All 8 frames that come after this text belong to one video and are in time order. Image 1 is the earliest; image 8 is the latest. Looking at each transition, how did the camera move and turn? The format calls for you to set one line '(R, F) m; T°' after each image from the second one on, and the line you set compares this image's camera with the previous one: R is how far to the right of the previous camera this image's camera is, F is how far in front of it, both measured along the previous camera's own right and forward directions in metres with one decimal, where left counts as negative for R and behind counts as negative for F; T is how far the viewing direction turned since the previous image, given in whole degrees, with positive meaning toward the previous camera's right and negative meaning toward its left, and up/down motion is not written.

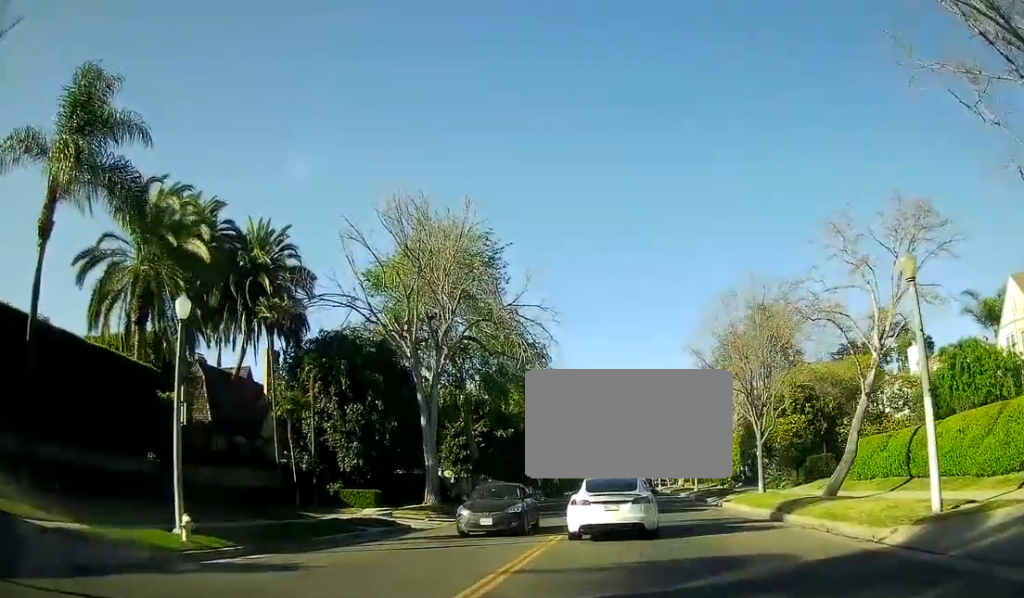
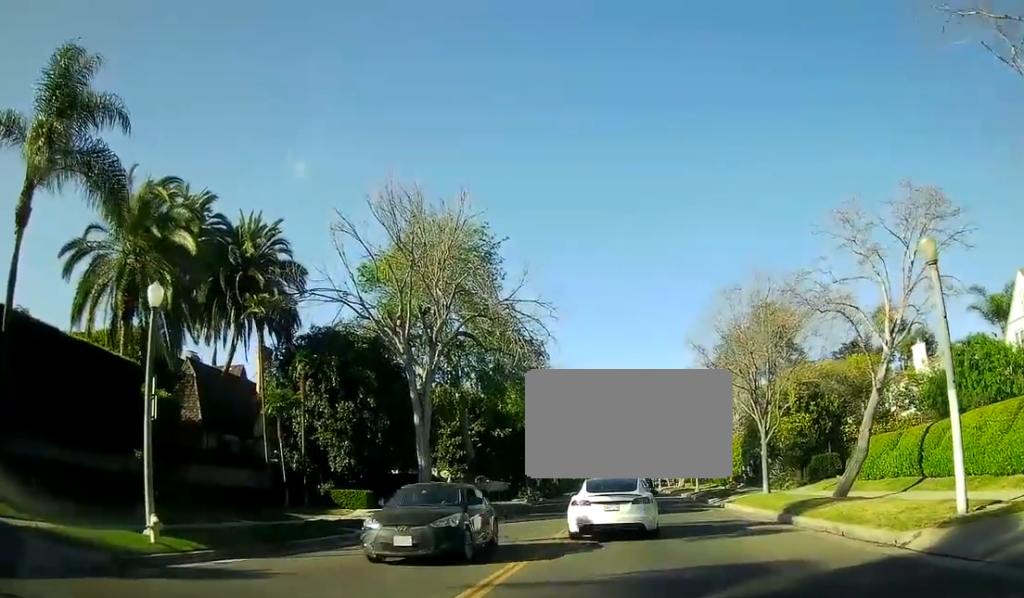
(0.0, +1.2) m; 0°
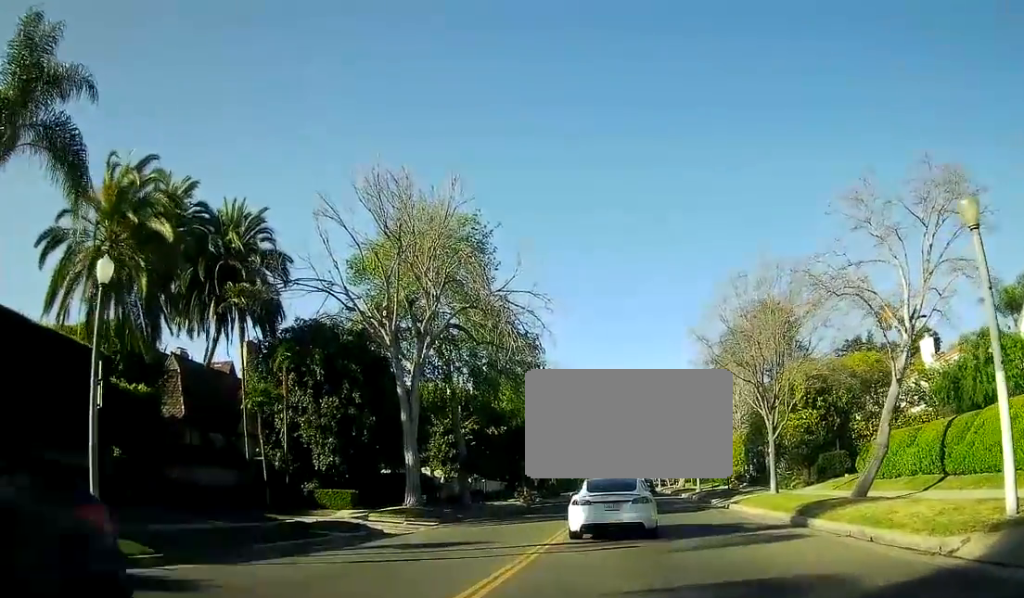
(0.0, +1.7) m; 0°
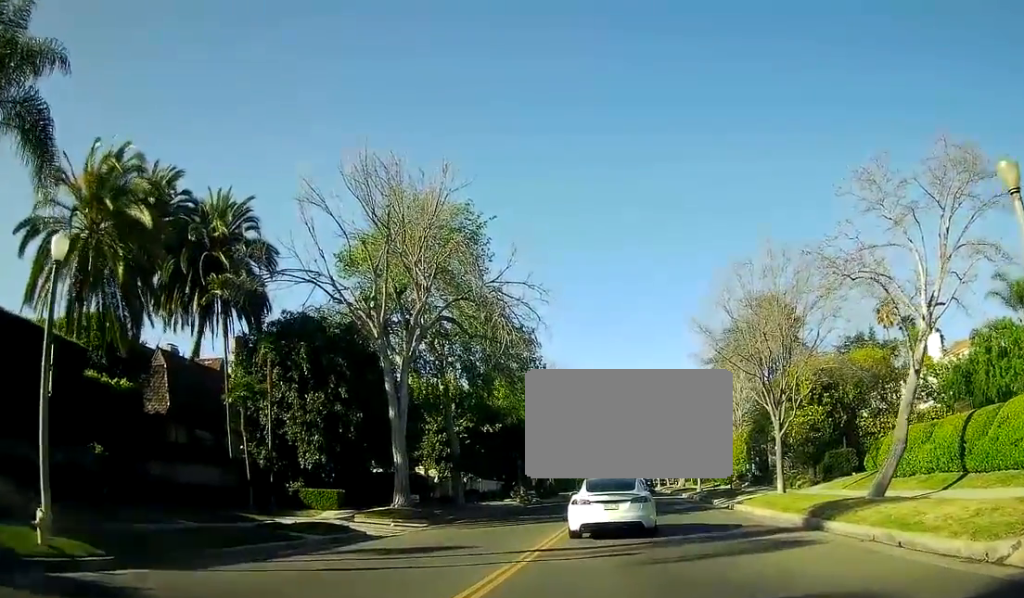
(0.0, +1.4) m; +1°
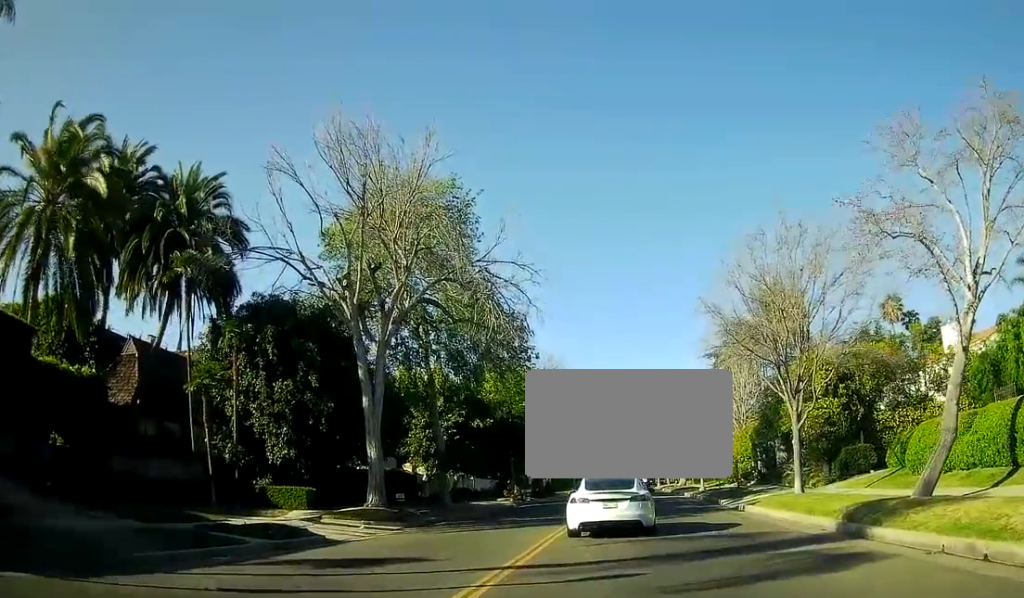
(+0.1, +2.7) m; +1°
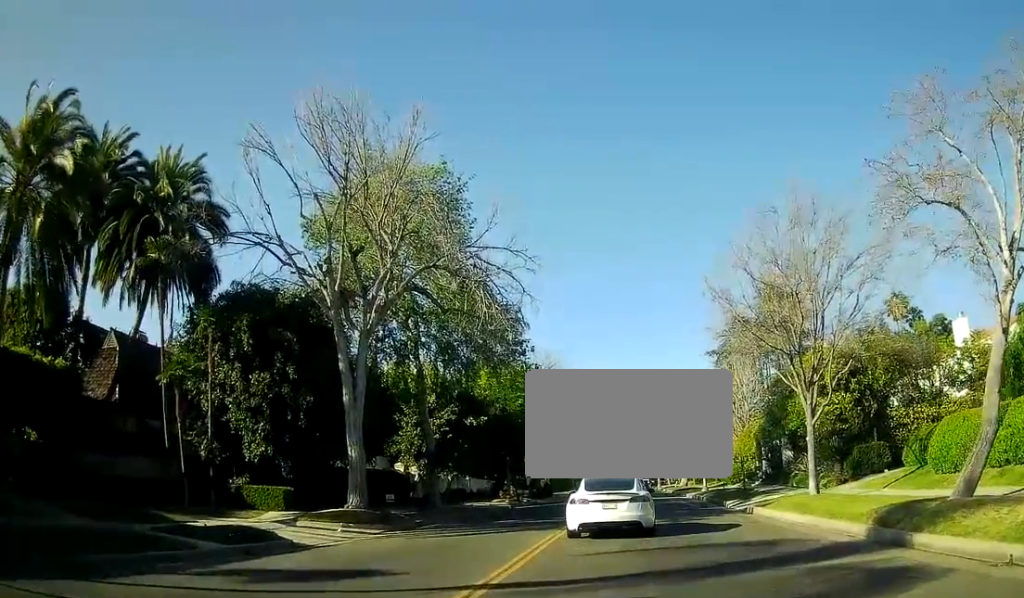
(0.0, +1.7) m; 0°
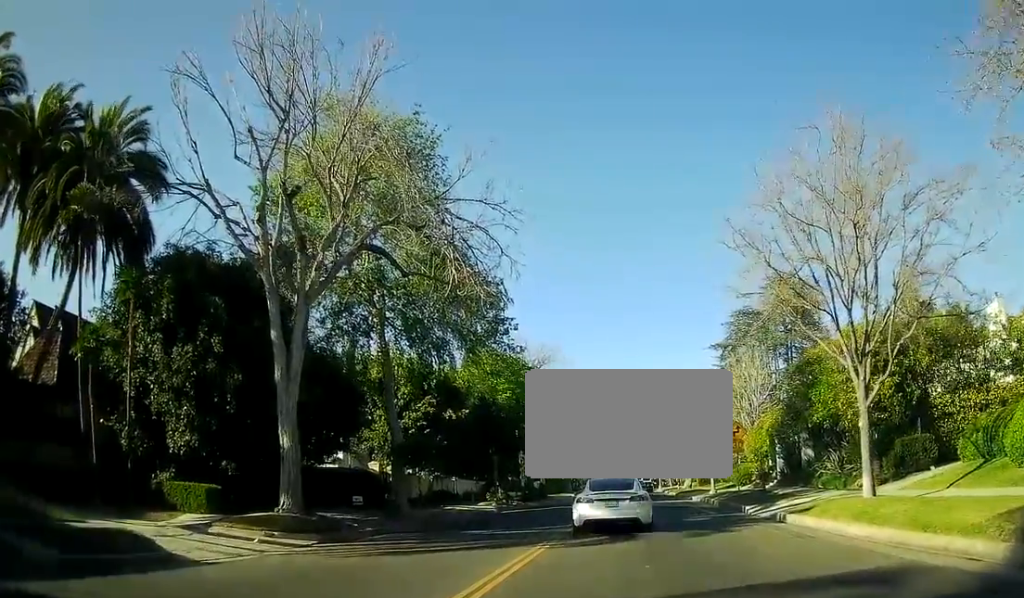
(-0.1, +4.9) m; -1°
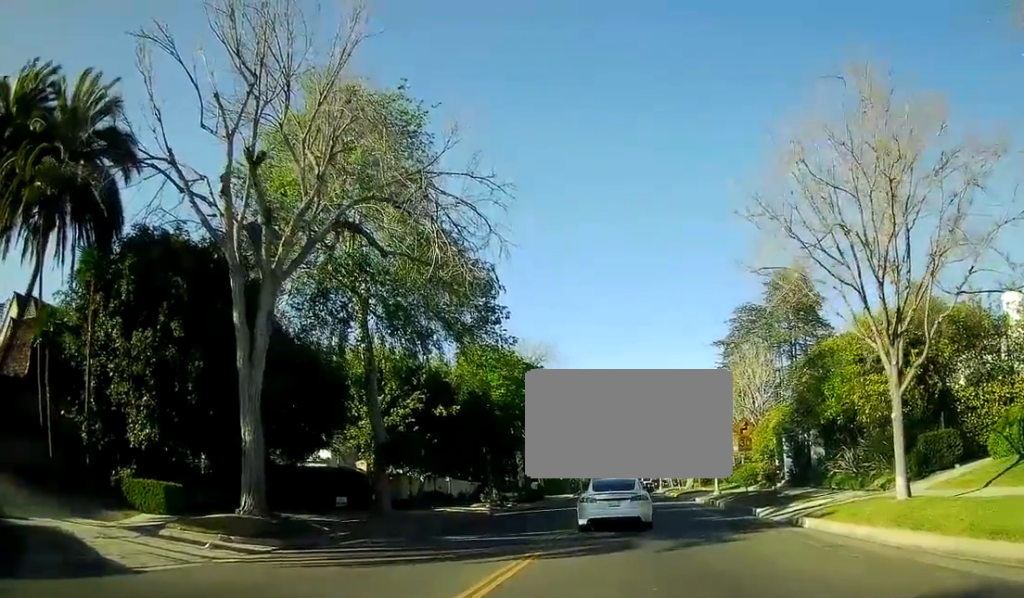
(0.0, +2.2) m; 0°
